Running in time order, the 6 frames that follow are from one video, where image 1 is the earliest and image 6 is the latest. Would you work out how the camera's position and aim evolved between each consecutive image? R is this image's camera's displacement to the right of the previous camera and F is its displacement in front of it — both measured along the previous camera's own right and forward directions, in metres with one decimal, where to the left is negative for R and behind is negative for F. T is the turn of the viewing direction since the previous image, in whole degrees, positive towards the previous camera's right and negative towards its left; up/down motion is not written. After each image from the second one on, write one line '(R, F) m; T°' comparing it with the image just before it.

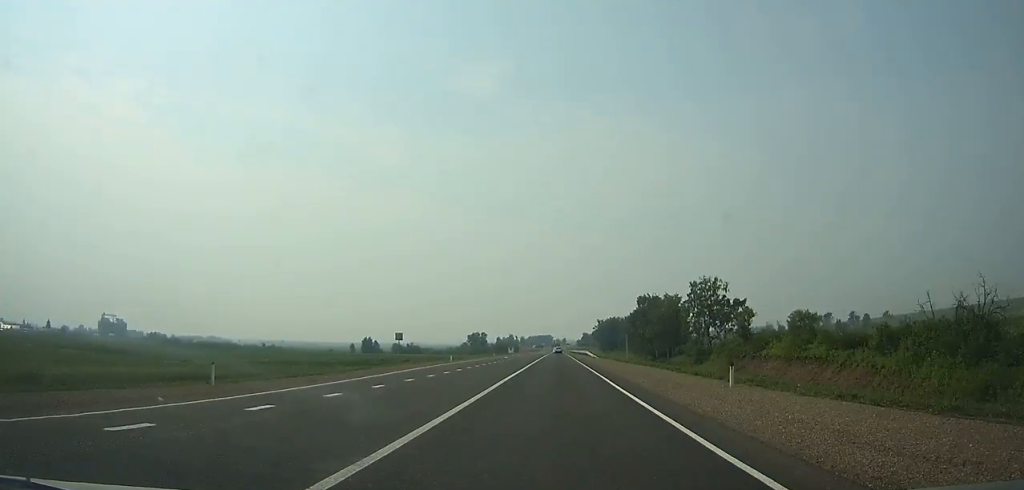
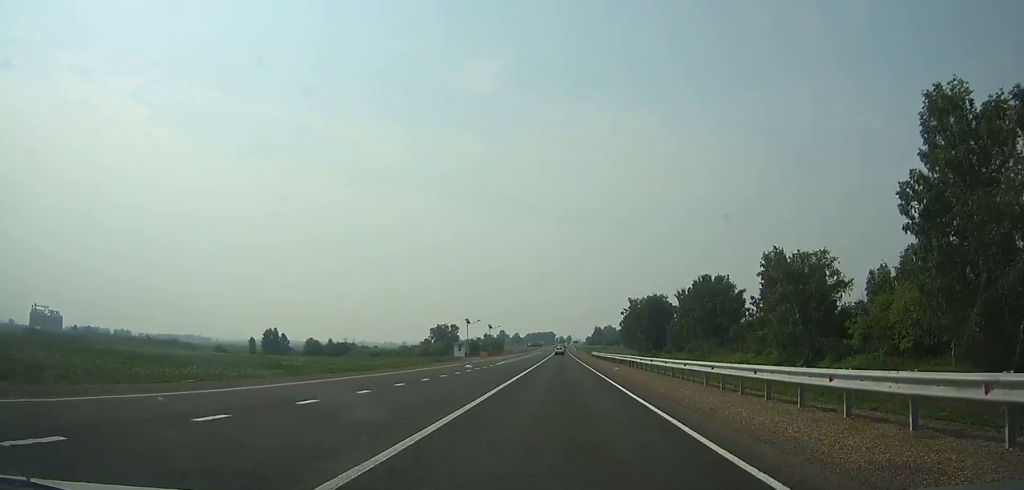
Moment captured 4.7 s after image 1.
(-0.1, +132.4) m; 0°
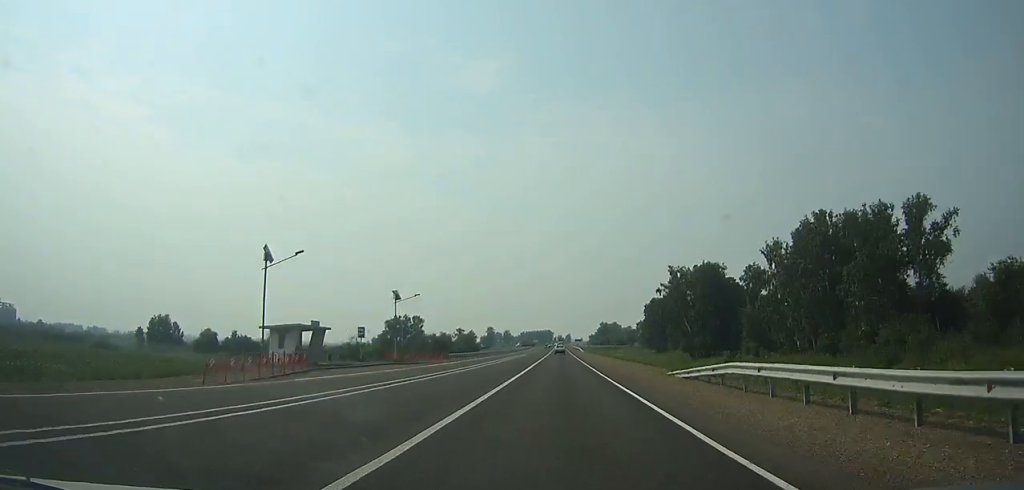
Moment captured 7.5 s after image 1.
(-0.3, +72.0) m; 0°
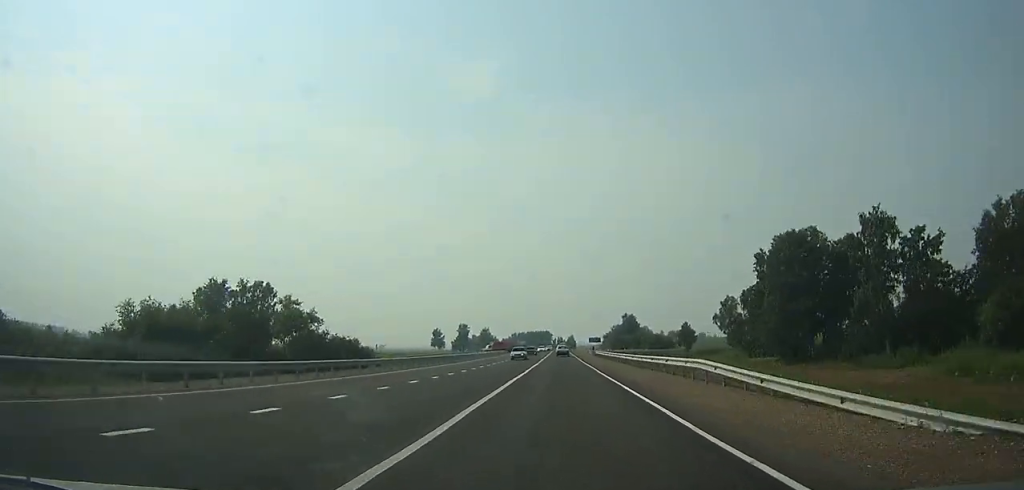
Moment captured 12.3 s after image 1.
(+0.4, +115.9) m; 0°
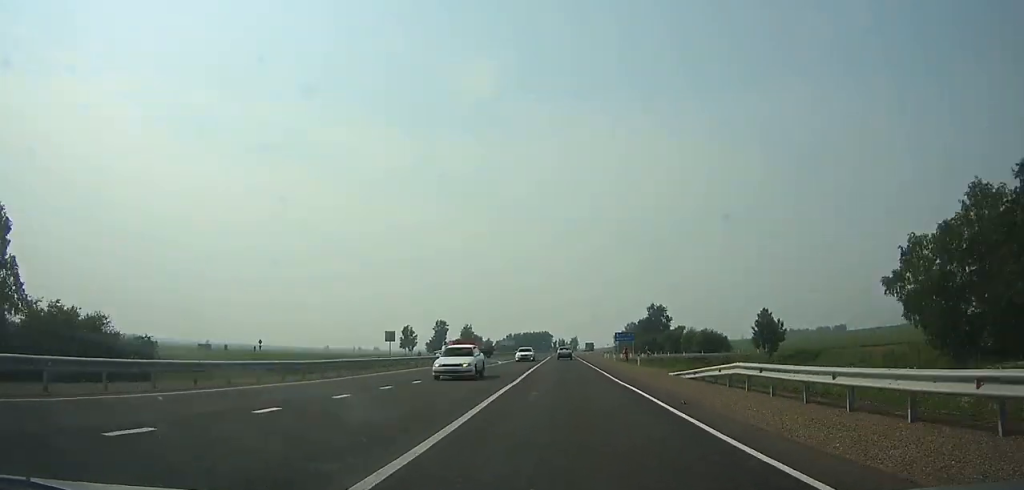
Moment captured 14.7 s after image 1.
(0.0, +58.0) m; 0°
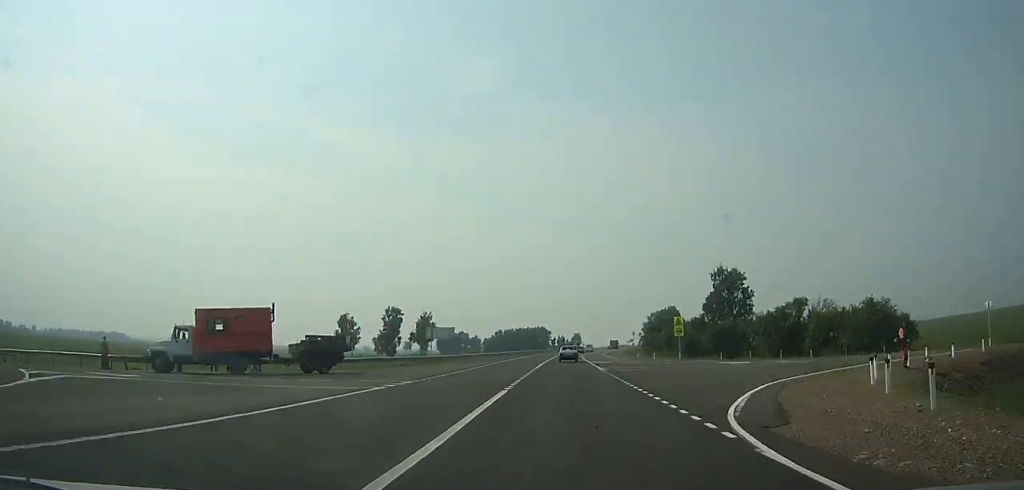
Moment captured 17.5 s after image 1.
(+0.1, +68.2) m; 0°
